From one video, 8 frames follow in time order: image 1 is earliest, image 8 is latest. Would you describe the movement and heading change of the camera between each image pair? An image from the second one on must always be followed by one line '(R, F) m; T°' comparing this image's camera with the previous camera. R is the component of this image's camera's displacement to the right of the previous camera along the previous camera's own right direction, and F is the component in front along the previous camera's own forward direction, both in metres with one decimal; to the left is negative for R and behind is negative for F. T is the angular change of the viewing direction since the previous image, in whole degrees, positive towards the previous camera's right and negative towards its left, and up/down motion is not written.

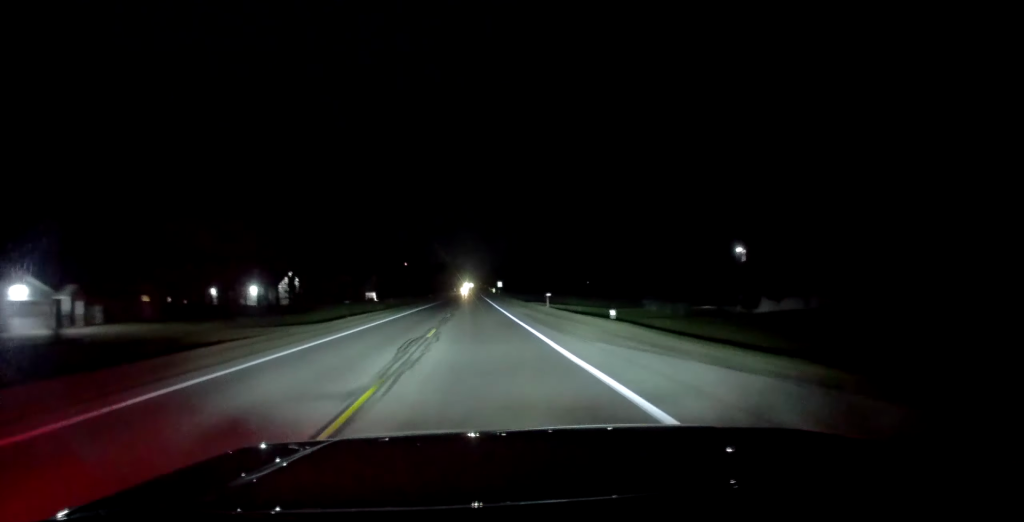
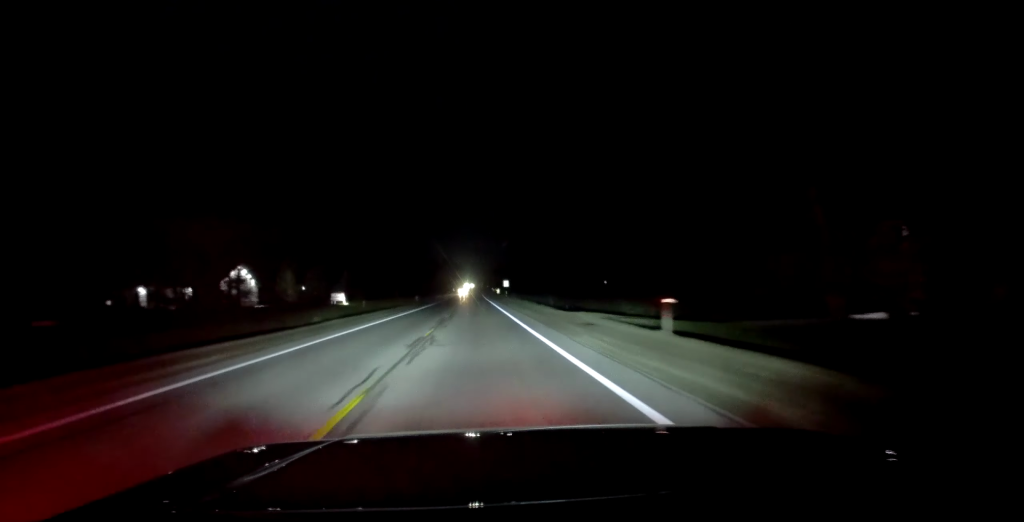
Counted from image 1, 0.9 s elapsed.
(-0.3, +31.4) m; 0°
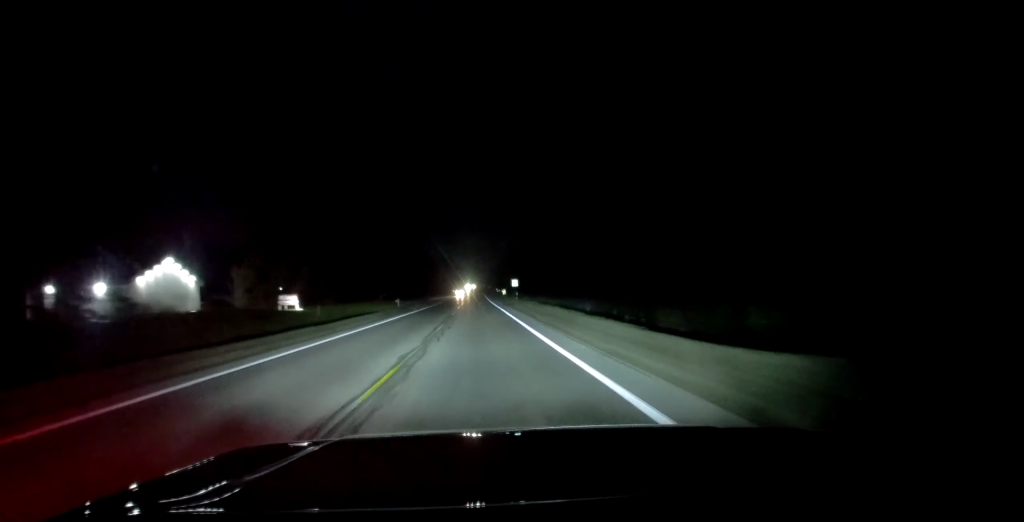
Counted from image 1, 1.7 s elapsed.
(-0.1, +26.8) m; 0°
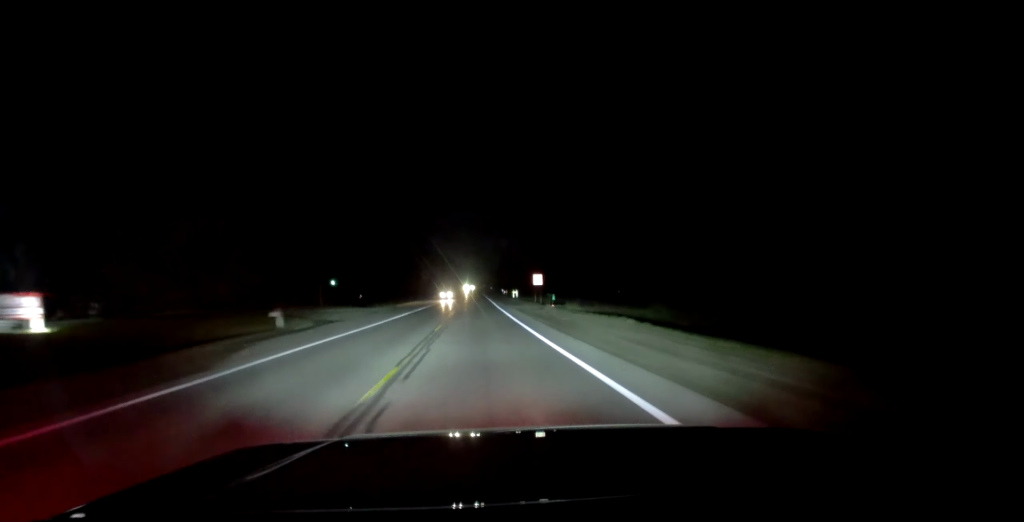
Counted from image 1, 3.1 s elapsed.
(+0.5, +45.7) m; 0°
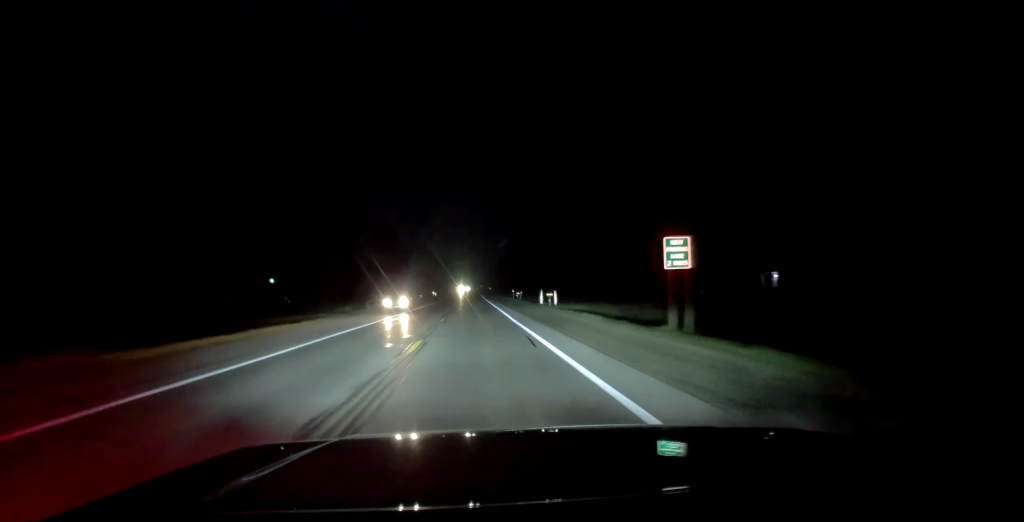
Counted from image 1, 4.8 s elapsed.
(-0.4, +56.4) m; 0°
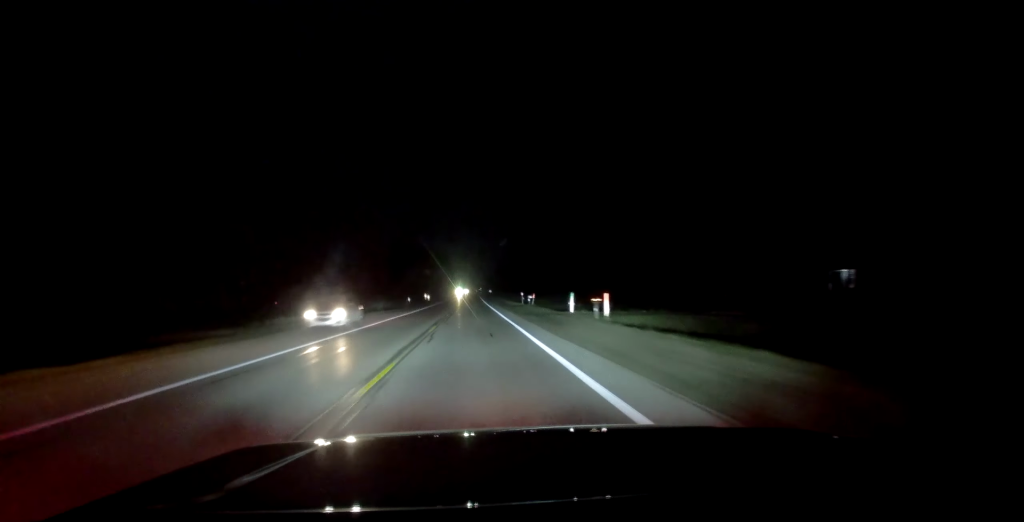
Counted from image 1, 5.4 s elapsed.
(+0.3, +20.8) m; 0°
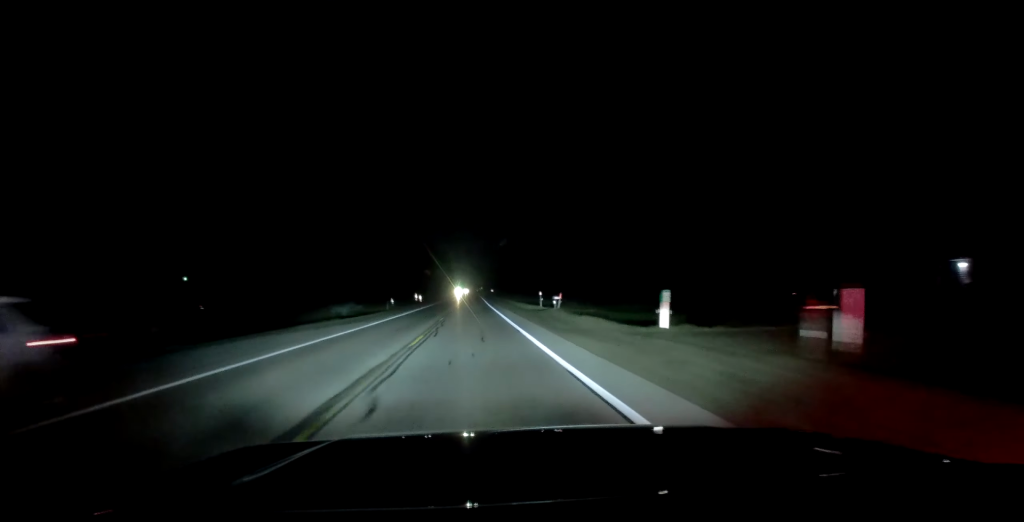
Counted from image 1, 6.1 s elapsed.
(-0.4, +21.6) m; 0°
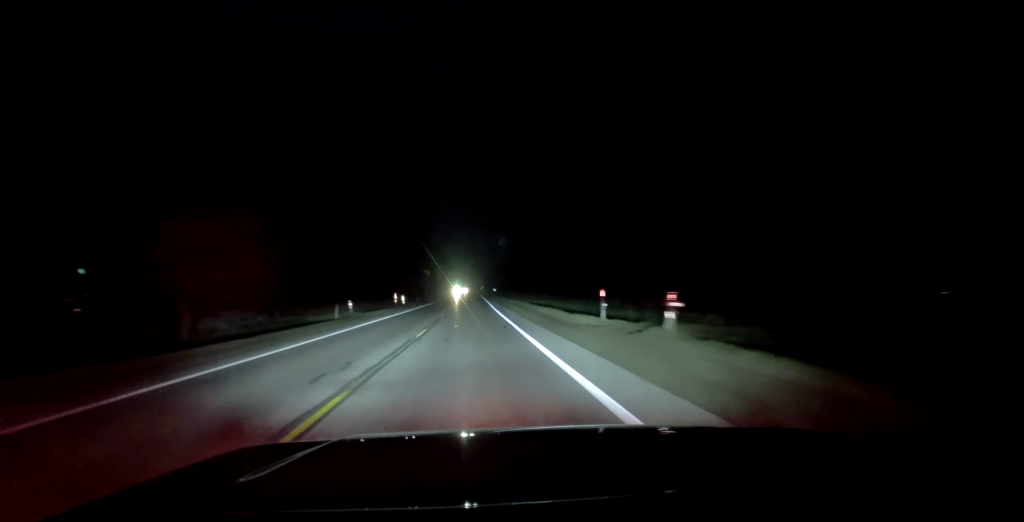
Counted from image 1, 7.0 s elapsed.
(+0.1, +28.0) m; +1°
